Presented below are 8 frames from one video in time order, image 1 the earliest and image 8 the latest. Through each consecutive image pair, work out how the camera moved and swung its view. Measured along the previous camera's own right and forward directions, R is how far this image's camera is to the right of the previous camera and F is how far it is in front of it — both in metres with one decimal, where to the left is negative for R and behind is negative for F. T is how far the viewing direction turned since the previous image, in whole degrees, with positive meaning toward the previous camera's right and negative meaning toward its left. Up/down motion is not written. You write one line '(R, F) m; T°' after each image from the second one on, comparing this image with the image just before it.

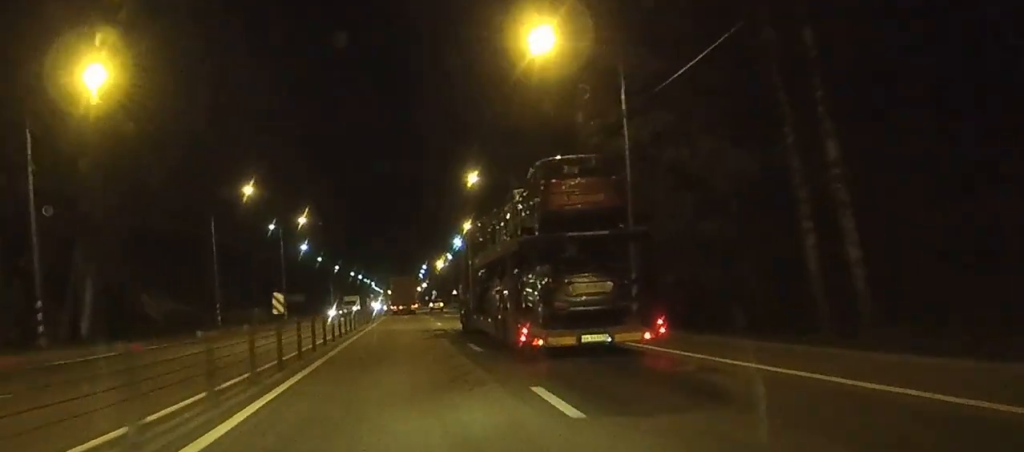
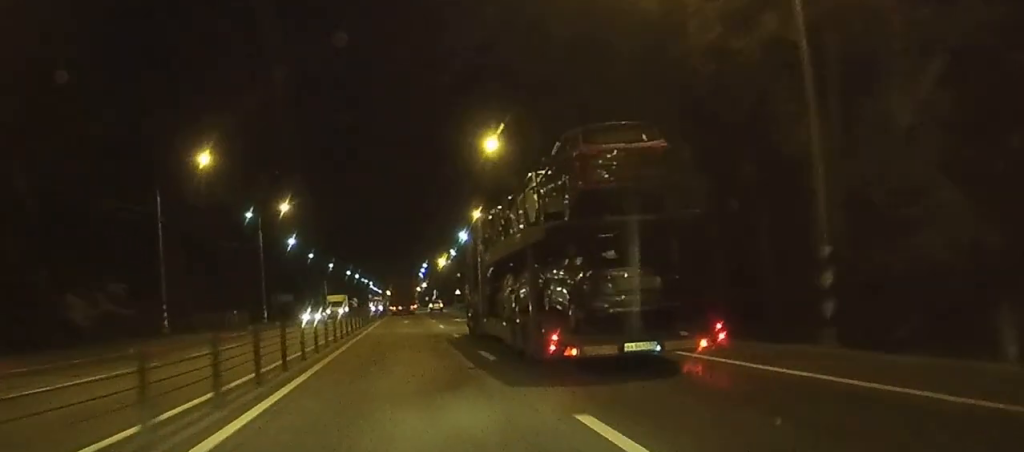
(0.0, +15.2) m; 0°
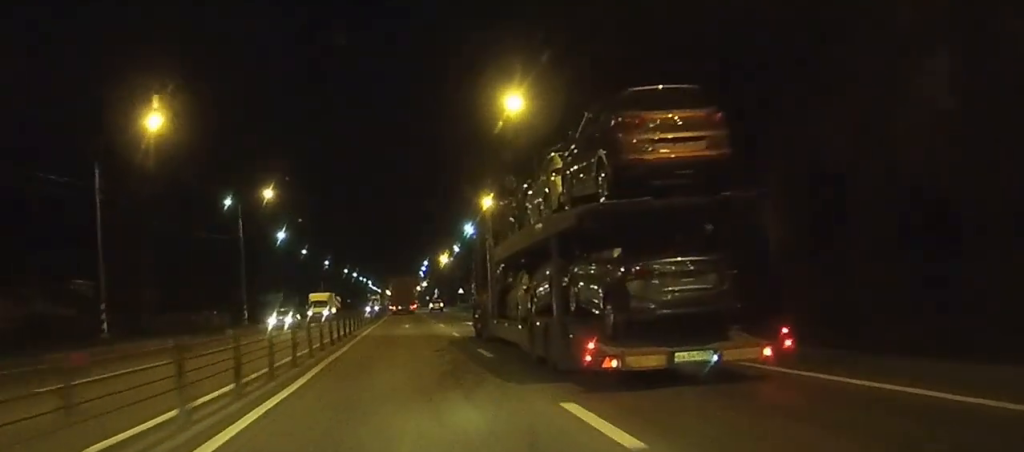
(0.0, +11.1) m; 0°
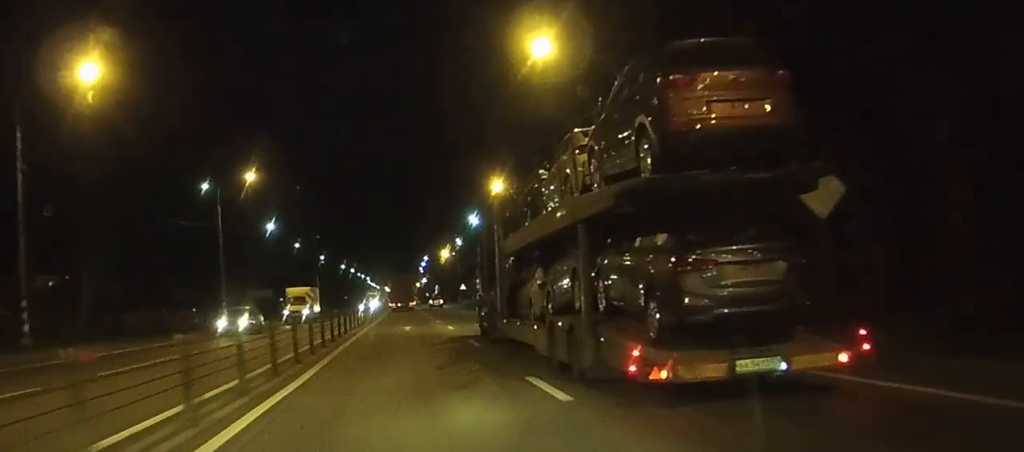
(0.0, +9.0) m; 0°
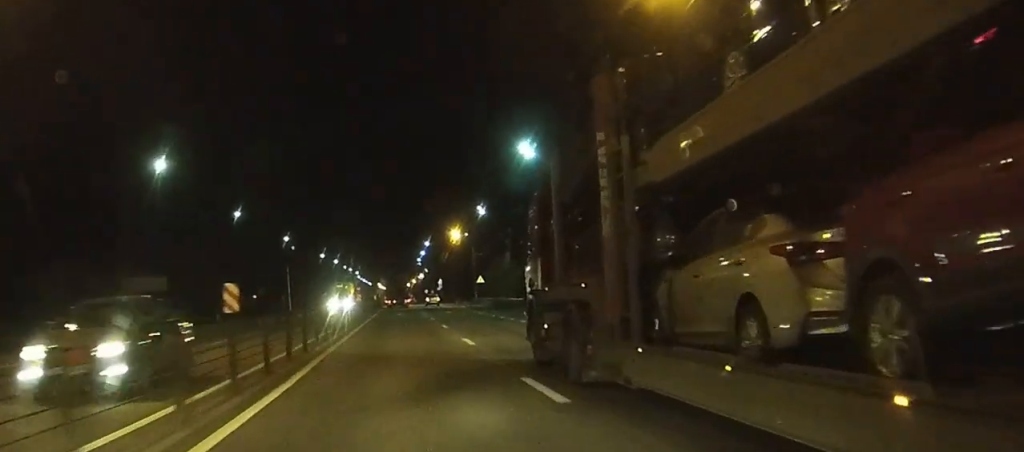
(0.0, +48.7) m; 0°
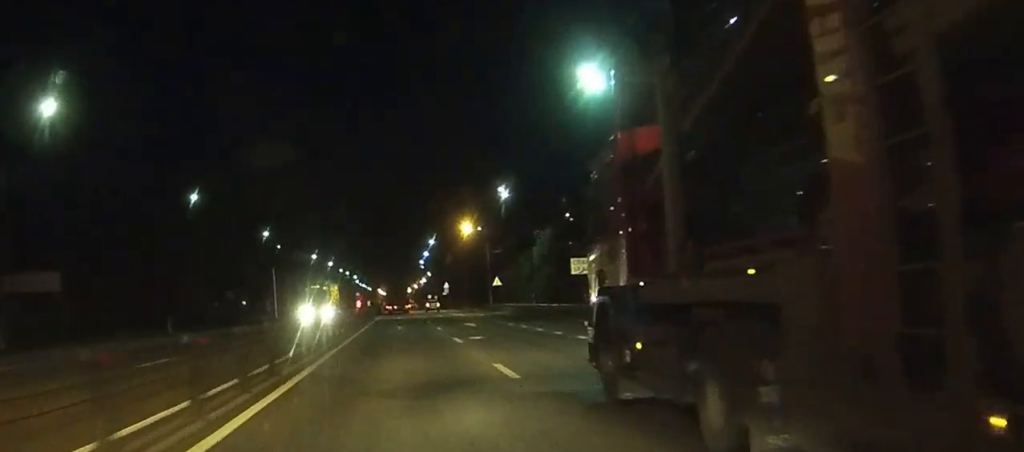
(0.0, +20.3) m; 0°
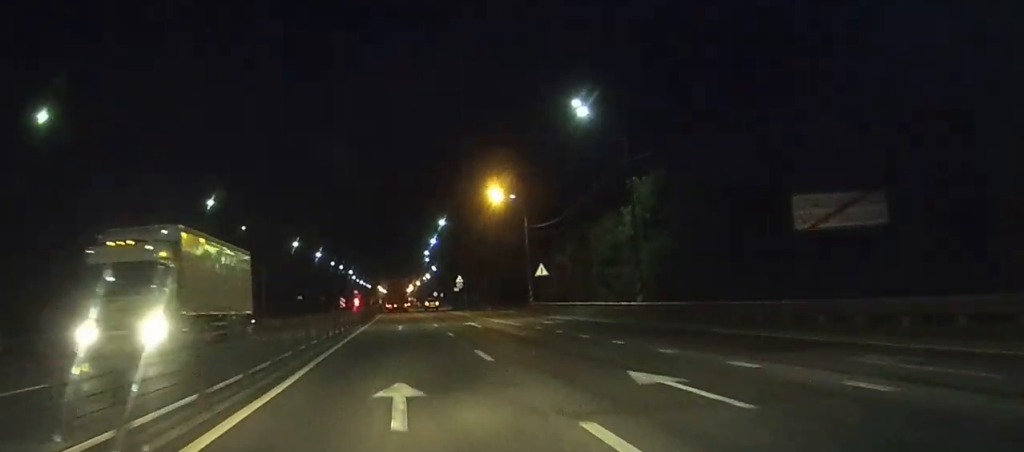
(0.0, +32.9) m; 0°
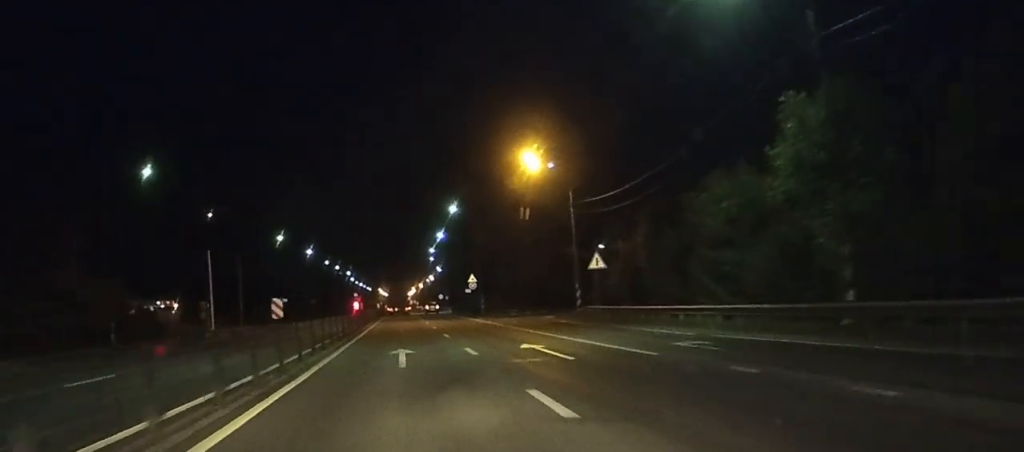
(0.0, +20.4) m; 0°
